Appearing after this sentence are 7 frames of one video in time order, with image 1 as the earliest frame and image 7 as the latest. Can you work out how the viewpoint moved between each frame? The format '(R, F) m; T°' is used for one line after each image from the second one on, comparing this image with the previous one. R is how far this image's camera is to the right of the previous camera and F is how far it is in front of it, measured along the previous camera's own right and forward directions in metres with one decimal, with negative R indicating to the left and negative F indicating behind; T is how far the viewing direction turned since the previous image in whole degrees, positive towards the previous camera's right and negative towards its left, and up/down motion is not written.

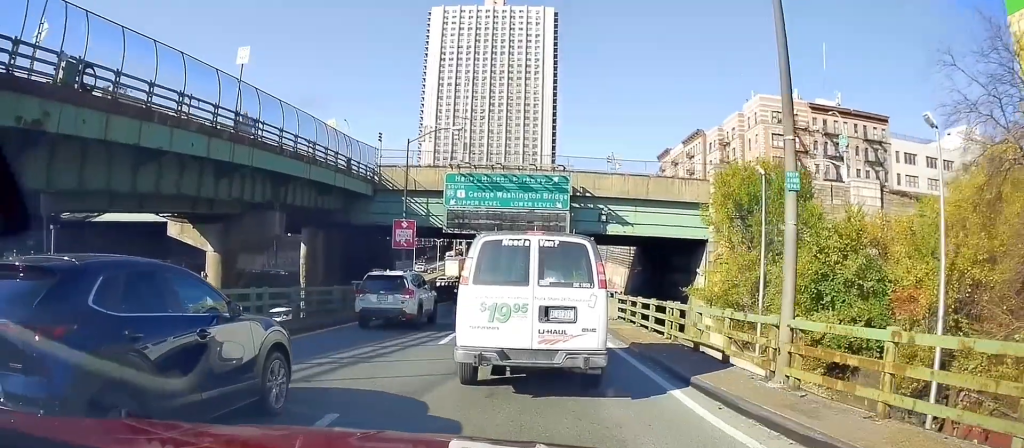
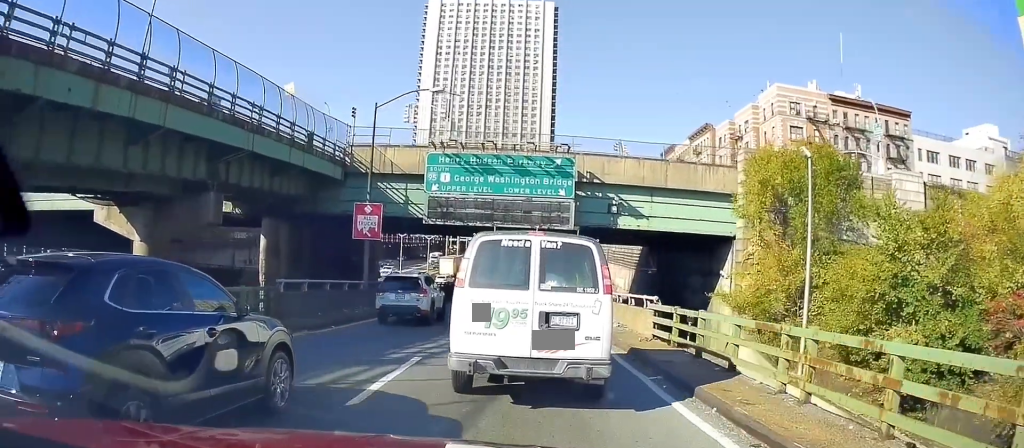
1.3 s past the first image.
(-0.2, +6.4) m; -3°
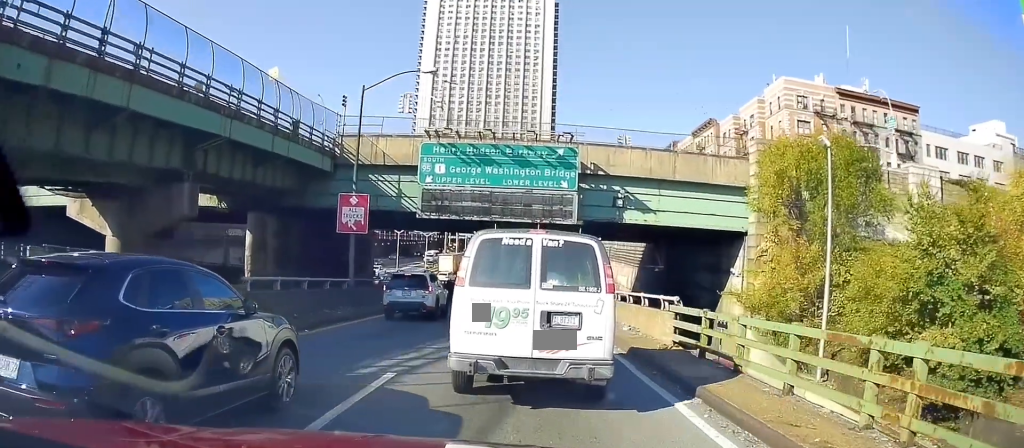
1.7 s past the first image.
(0.0, +2.2) m; +1°
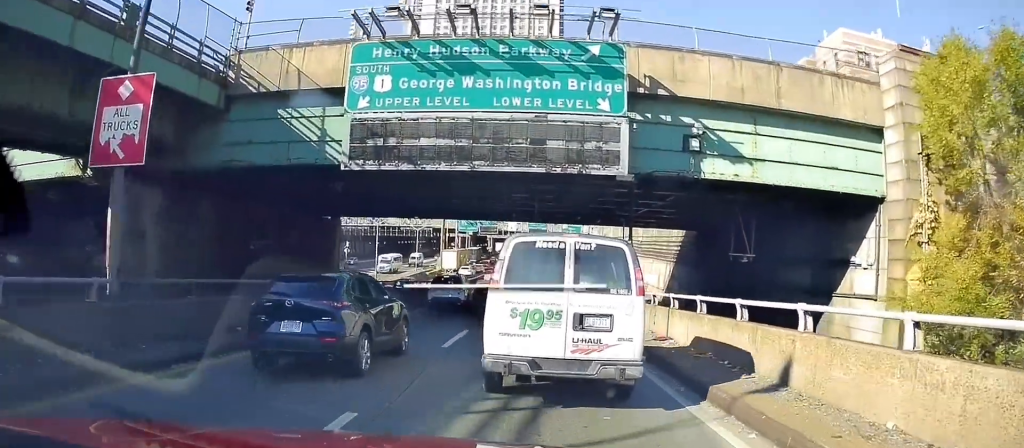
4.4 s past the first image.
(0.0, +15.3) m; +3°
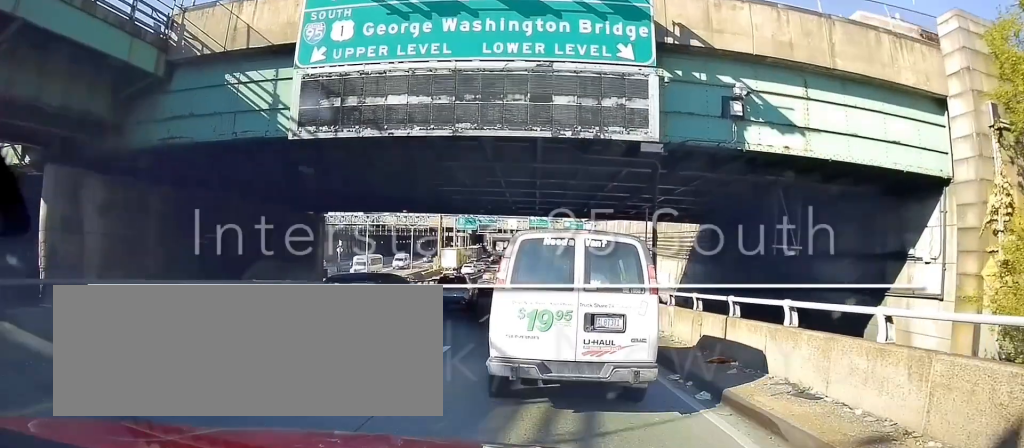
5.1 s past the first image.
(+0.4, +4.1) m; +1°
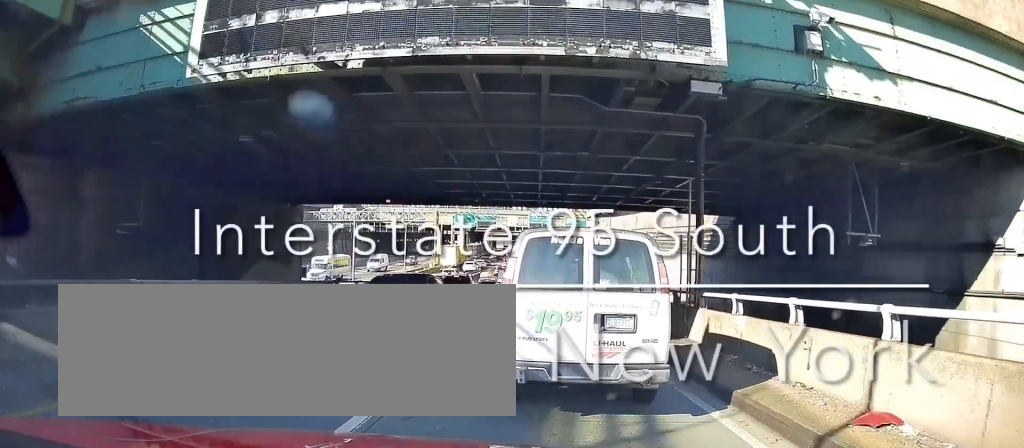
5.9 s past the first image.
(-0.2, +4.8) m; -1°
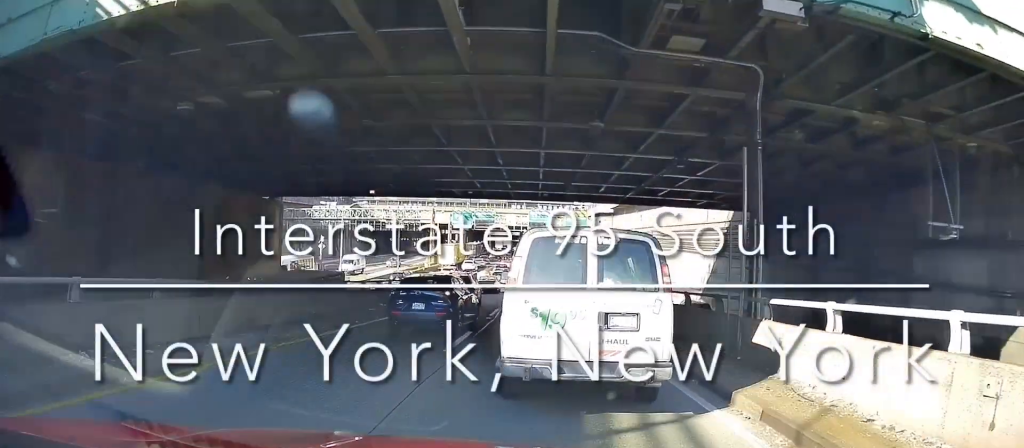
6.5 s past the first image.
(-0.1, +3.6) m; 0°
